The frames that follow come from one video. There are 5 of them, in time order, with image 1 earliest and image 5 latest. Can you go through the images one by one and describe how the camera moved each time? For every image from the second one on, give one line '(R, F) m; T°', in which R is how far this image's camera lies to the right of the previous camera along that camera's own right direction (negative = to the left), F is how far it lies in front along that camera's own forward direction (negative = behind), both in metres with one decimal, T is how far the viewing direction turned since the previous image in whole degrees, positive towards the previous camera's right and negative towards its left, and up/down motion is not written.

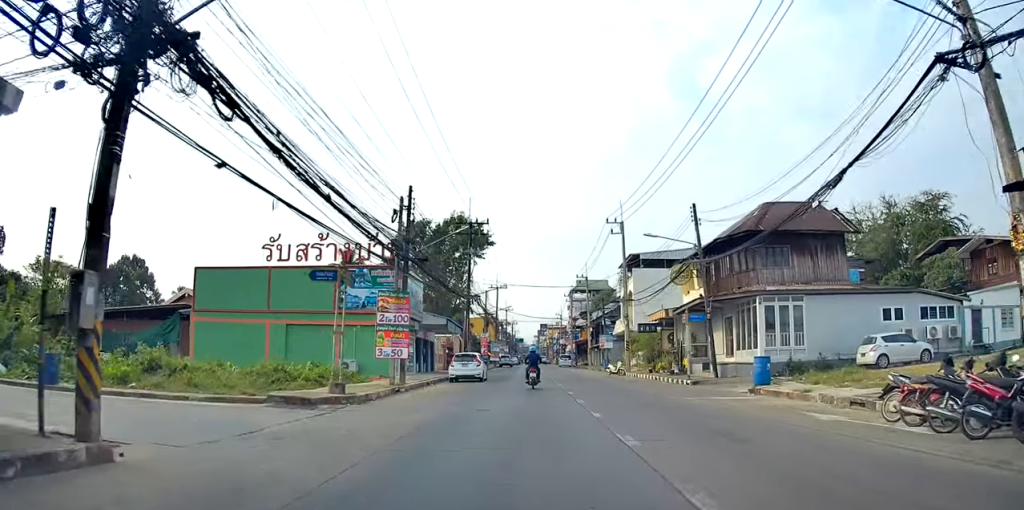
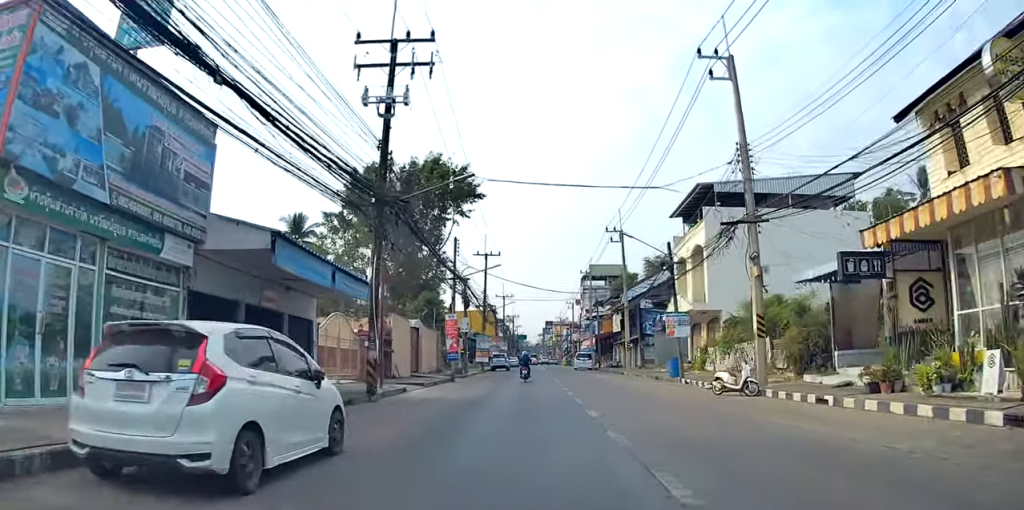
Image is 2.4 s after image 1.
(-0.2, +24.6) m; -1°
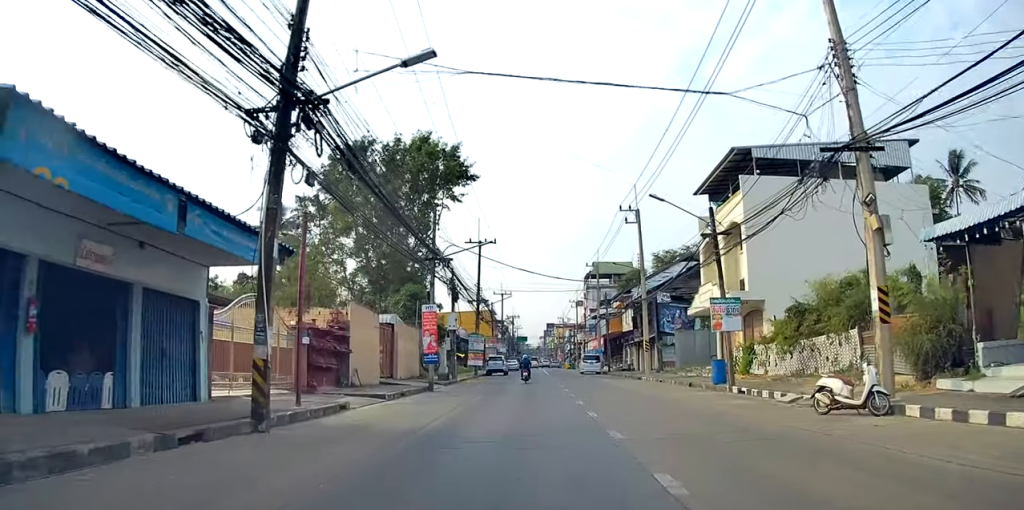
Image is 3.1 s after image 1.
(0.0, +7.3) m; 0°
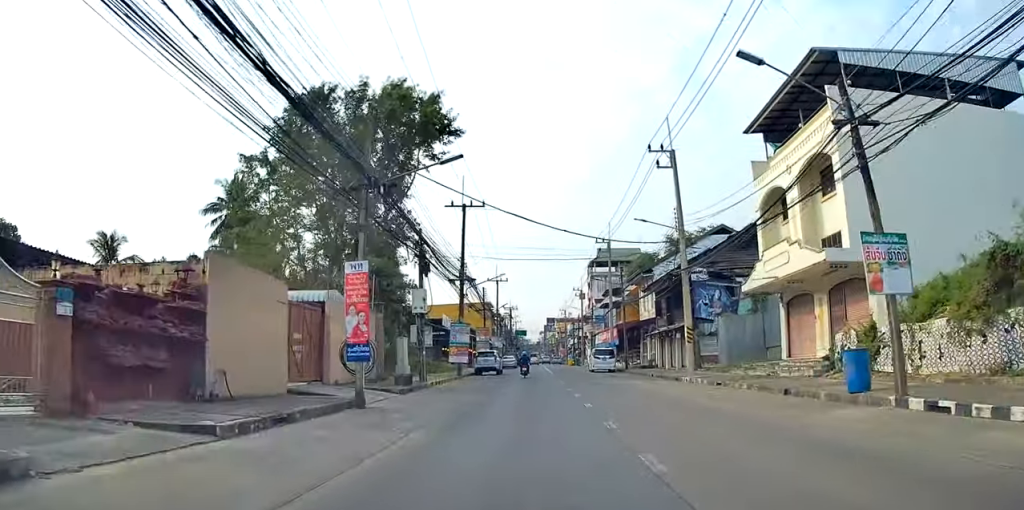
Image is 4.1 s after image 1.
(0.0, +9.7) m; 0°
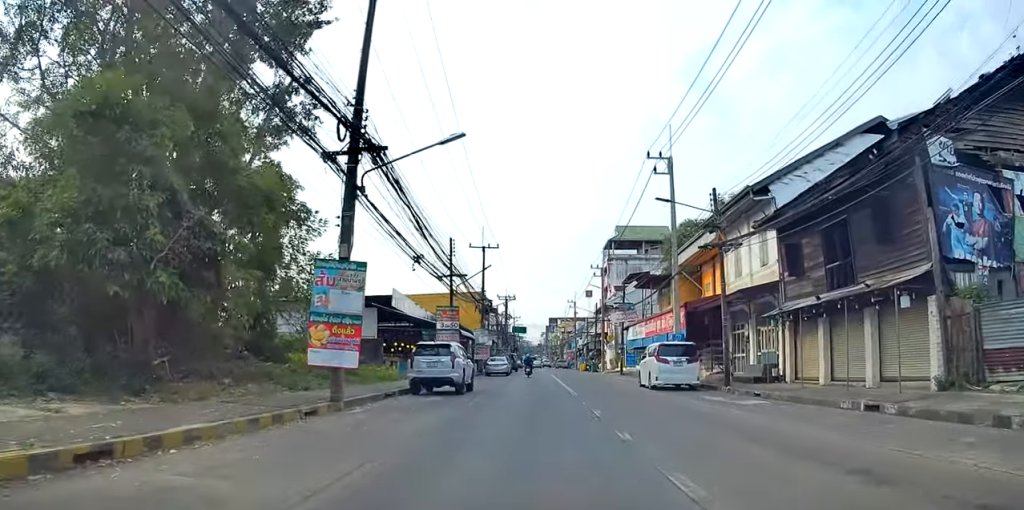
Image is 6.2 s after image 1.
(-1.6, +23.3) m; -4°
